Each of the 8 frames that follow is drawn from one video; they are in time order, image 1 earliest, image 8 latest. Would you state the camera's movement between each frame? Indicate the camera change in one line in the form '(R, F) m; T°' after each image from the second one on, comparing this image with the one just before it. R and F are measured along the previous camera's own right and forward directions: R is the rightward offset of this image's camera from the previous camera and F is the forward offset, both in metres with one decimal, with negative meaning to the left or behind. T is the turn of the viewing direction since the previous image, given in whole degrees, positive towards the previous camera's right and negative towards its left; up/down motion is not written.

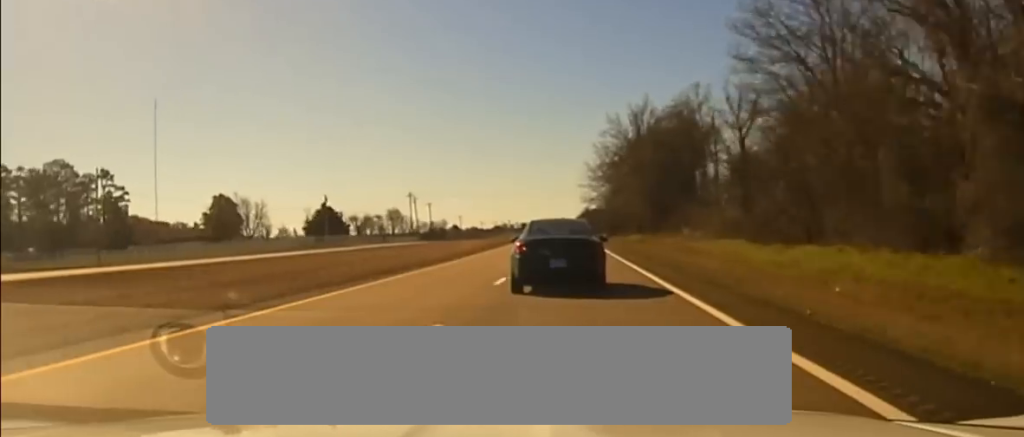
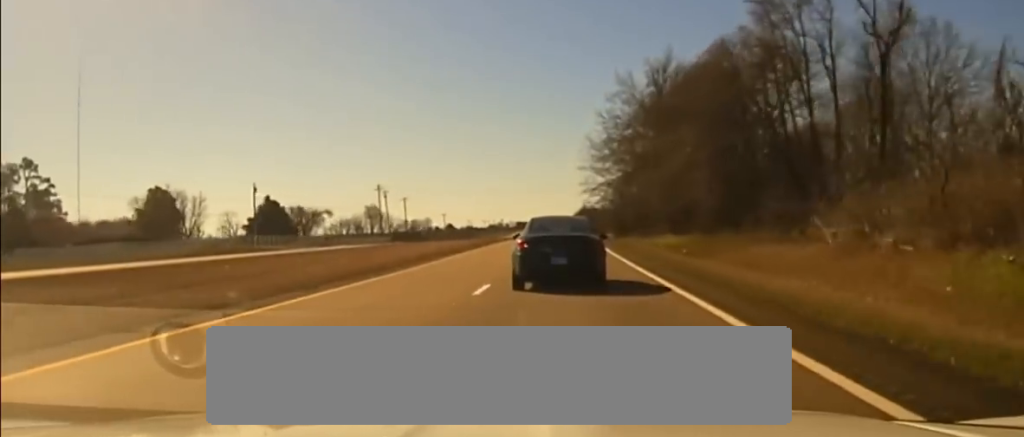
(-0.1, +39.4) m; 0°
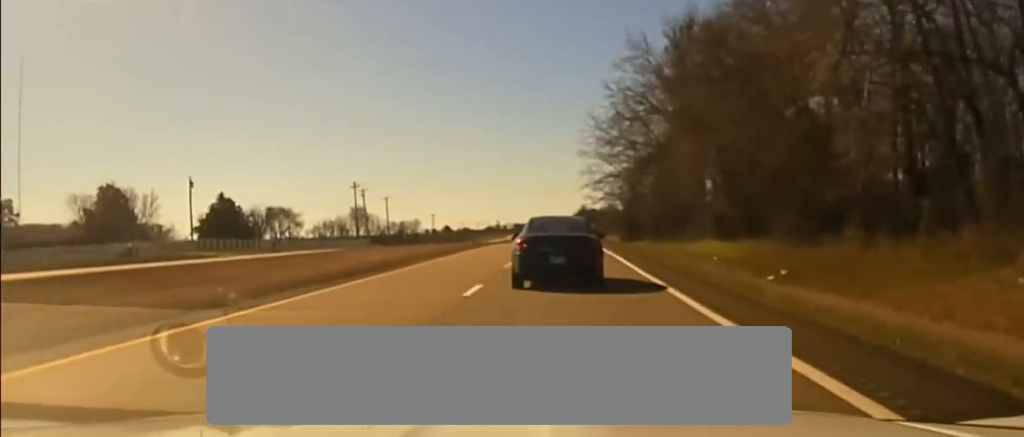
(+0.2, +24.8) m; 0°
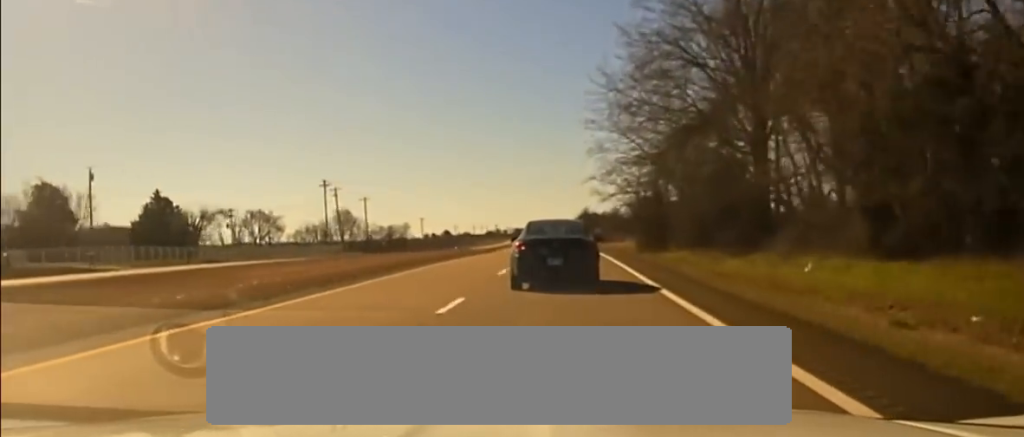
(0.0, +28.5) m; 0°
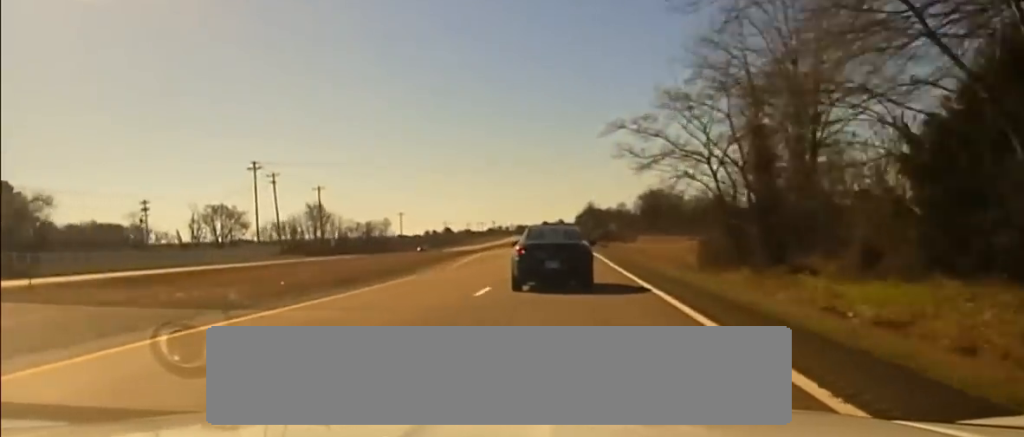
(-0.4, +43.9) m; 0°
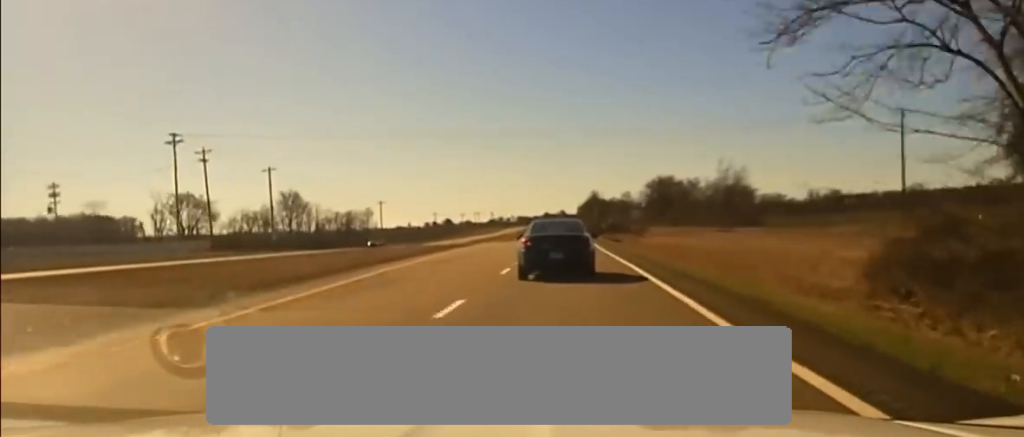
(+0.2, +29.4) m; 0°
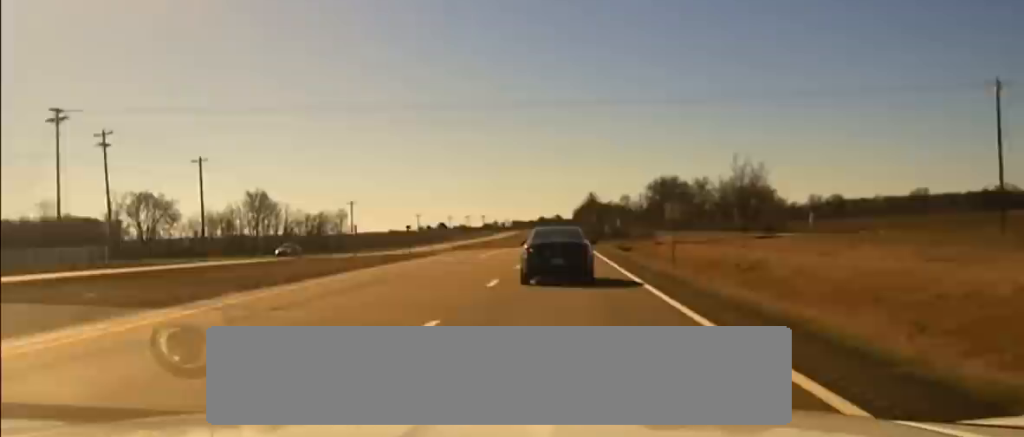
(-0.1, +26.7) m; 0°
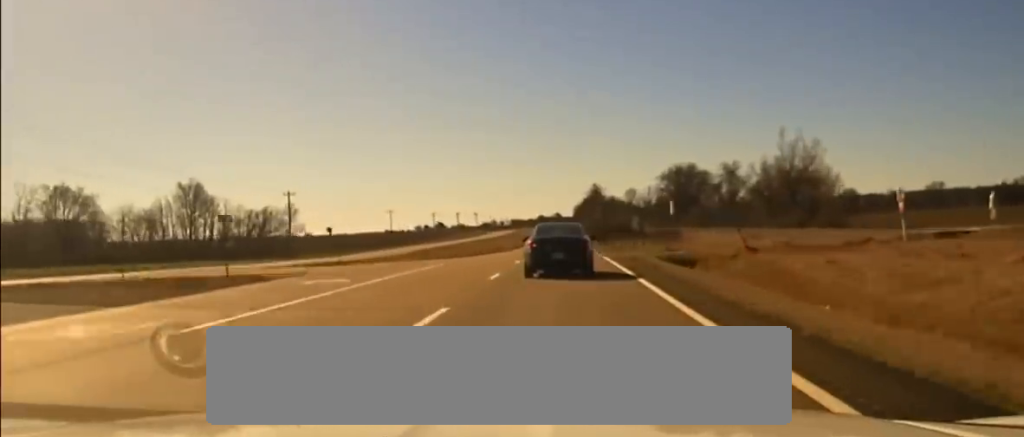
(-0.1, +46.0) m; +1°
